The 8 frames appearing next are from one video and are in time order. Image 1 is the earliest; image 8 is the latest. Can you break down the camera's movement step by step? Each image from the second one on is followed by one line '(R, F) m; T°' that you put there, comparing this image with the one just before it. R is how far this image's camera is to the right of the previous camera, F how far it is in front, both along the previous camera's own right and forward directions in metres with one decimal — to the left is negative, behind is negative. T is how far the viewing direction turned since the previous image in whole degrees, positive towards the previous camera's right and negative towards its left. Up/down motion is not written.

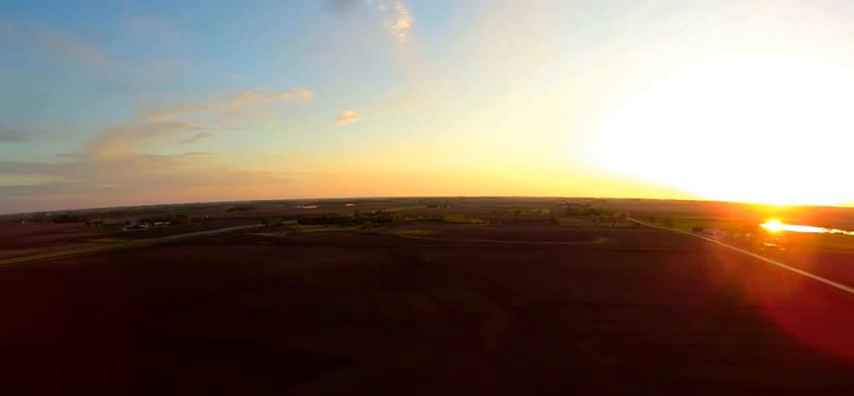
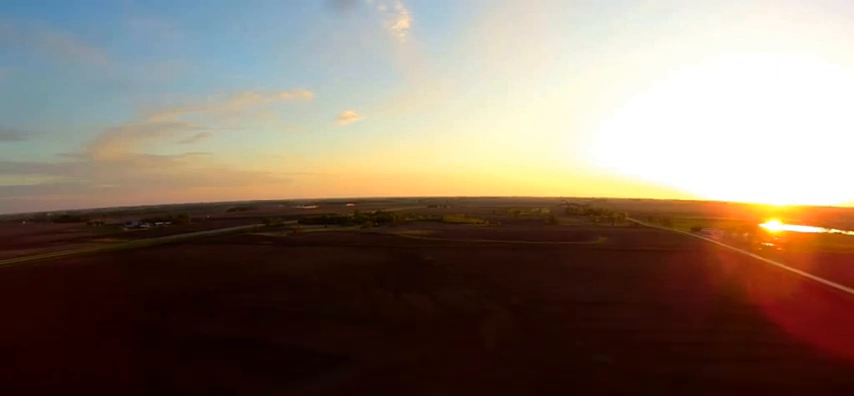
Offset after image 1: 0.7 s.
(-0.2, +3.8) m; -3°
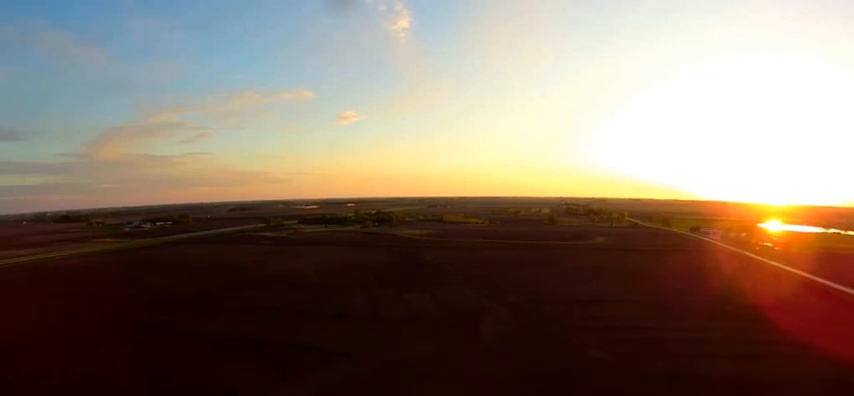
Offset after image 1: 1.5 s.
(0.0, +4.8) m; 0°
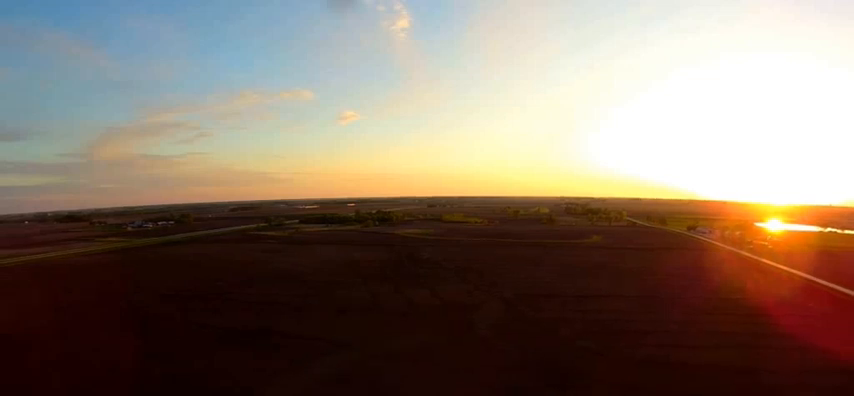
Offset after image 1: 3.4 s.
(0.0, +10.9) m; 0°
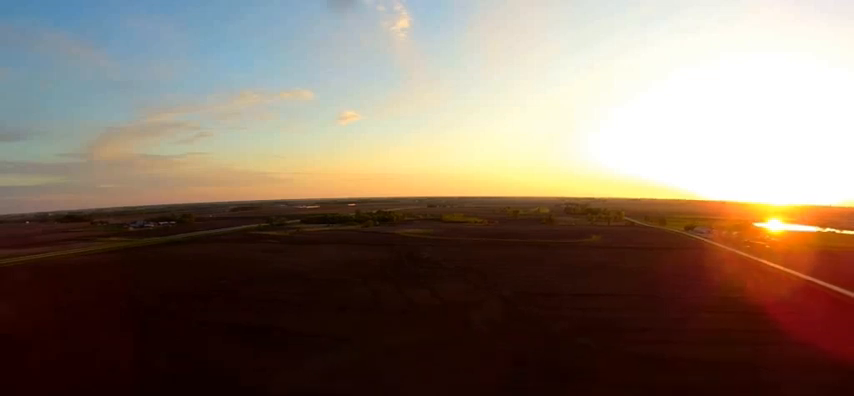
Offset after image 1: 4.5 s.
(0.0, +6.3) m; 0°
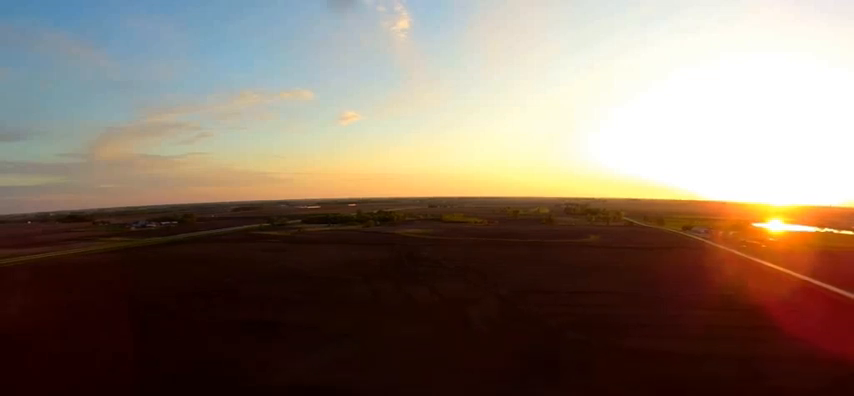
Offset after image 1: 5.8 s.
(0.0, +7.3) m; 0°
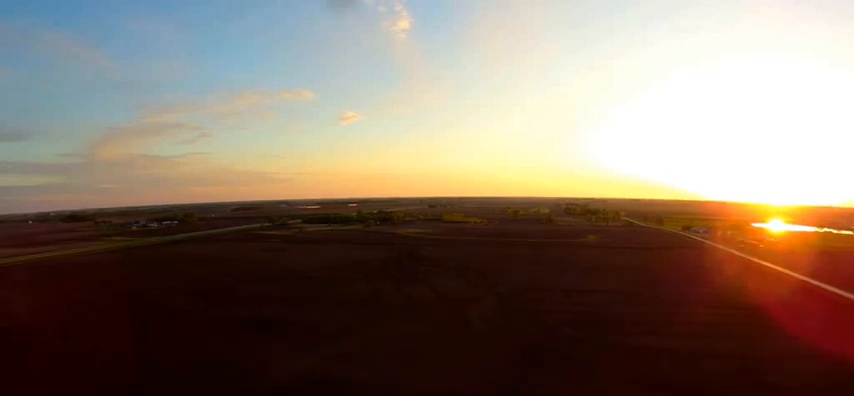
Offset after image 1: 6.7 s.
(0.0, +5.4) m; 0°
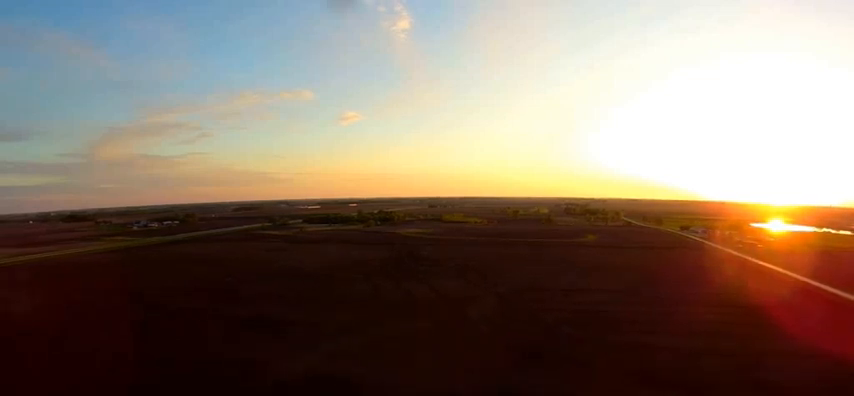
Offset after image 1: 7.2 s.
(0.0, +3.1) m; 0°
